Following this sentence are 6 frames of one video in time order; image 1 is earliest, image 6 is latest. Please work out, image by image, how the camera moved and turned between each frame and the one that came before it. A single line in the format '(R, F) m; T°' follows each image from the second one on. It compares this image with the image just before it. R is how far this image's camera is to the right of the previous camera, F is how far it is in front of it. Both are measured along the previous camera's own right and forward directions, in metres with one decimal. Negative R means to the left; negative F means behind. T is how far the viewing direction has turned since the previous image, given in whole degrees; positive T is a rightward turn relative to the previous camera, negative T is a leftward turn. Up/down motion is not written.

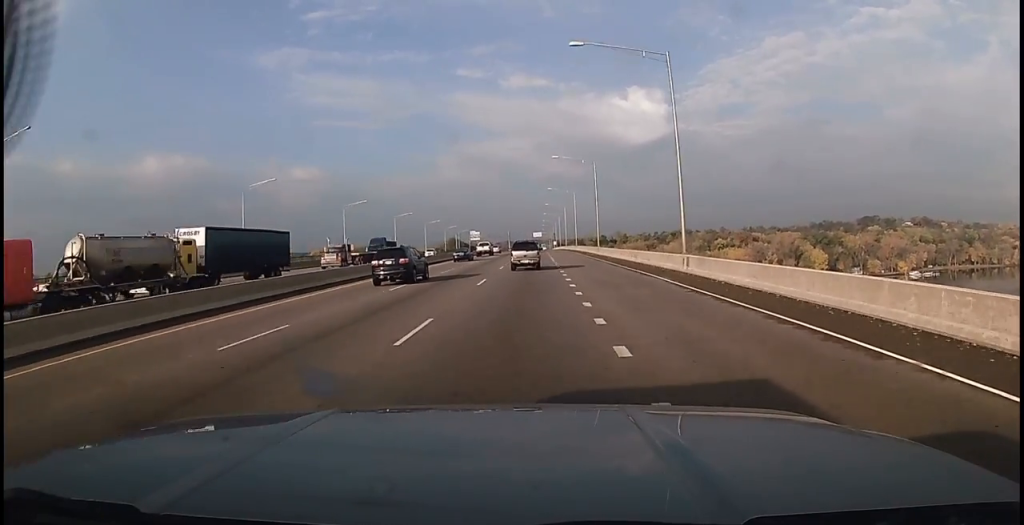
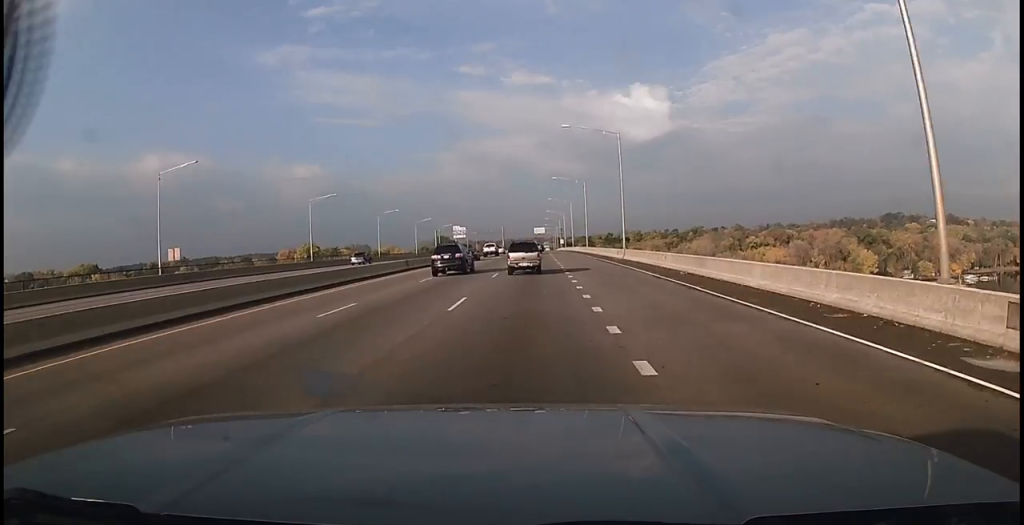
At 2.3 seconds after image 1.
(-0.3, +71.1) m; +1°
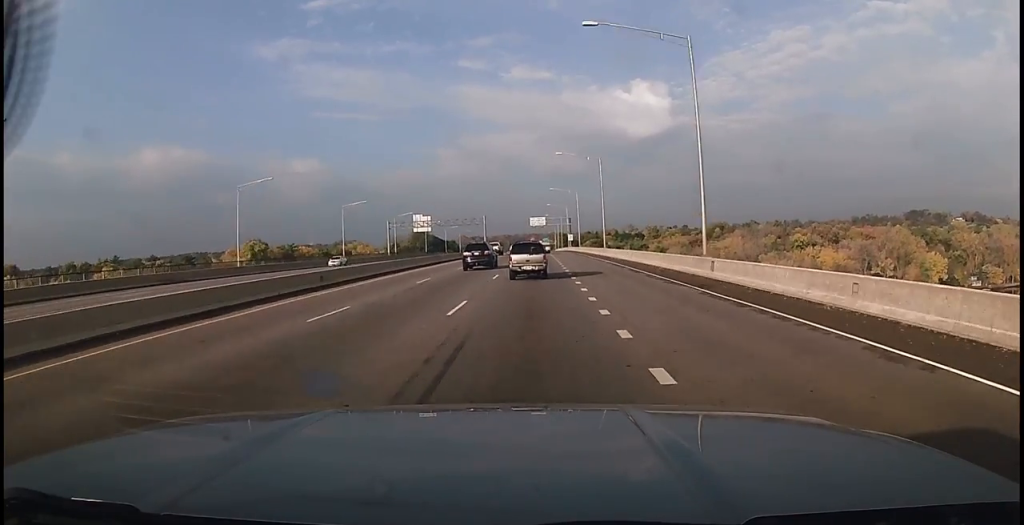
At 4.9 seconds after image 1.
(0.0, +76.6) m; 0°
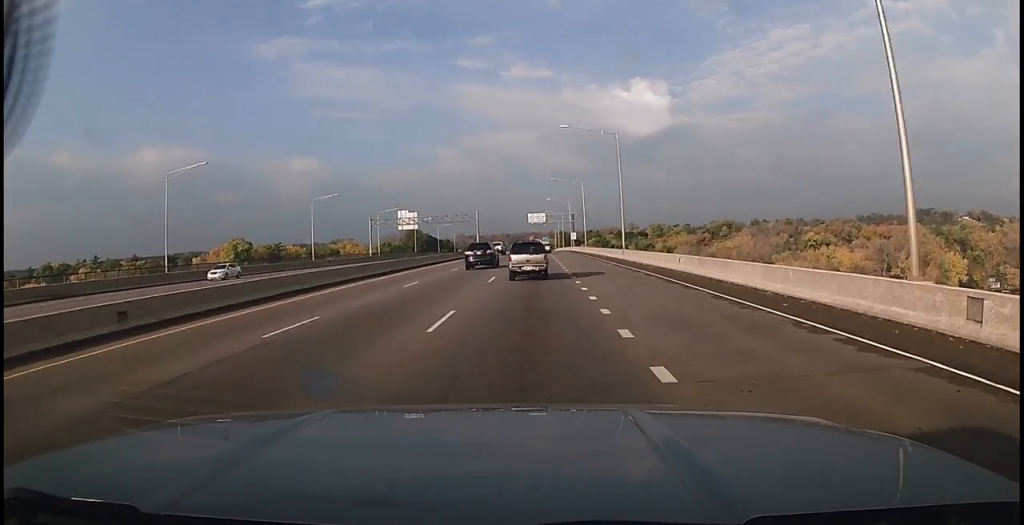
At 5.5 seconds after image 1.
(0.0, +17.9) m; 0°
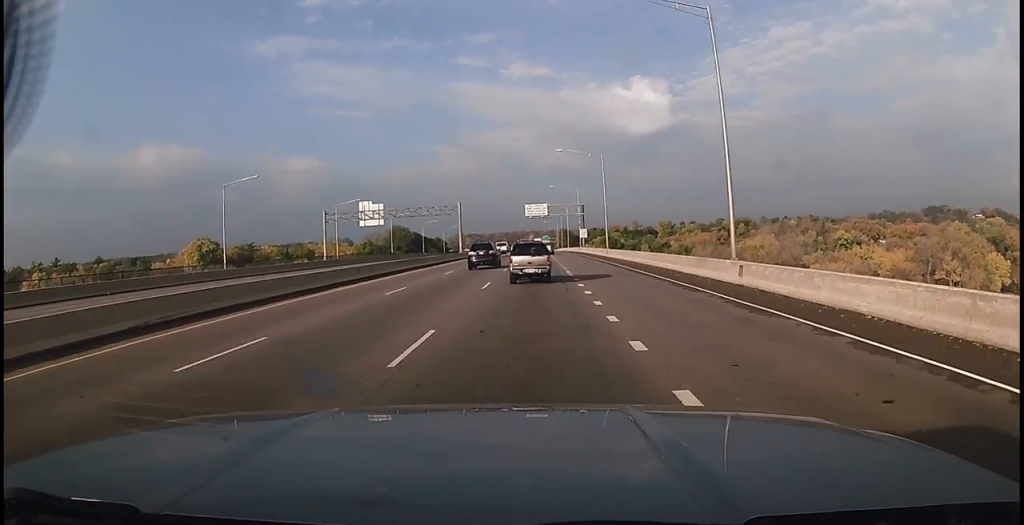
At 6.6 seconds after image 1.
(0.0, +33.8) m; 0°
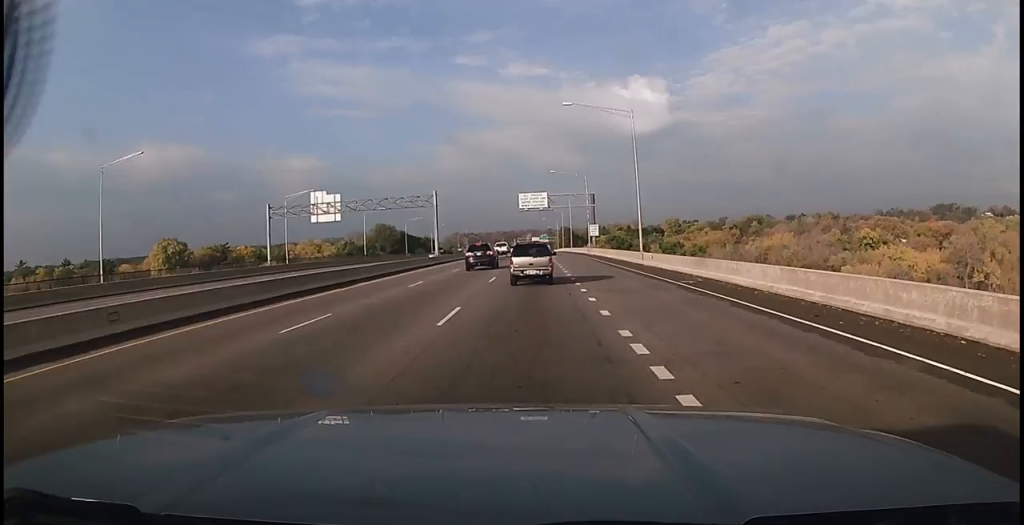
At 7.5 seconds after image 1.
(-0.1, +25.8) m; -1°
